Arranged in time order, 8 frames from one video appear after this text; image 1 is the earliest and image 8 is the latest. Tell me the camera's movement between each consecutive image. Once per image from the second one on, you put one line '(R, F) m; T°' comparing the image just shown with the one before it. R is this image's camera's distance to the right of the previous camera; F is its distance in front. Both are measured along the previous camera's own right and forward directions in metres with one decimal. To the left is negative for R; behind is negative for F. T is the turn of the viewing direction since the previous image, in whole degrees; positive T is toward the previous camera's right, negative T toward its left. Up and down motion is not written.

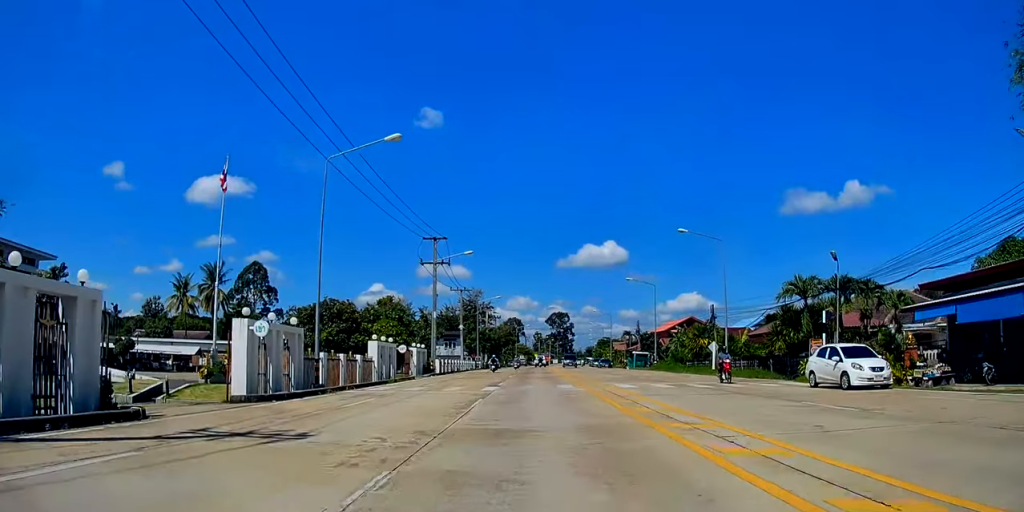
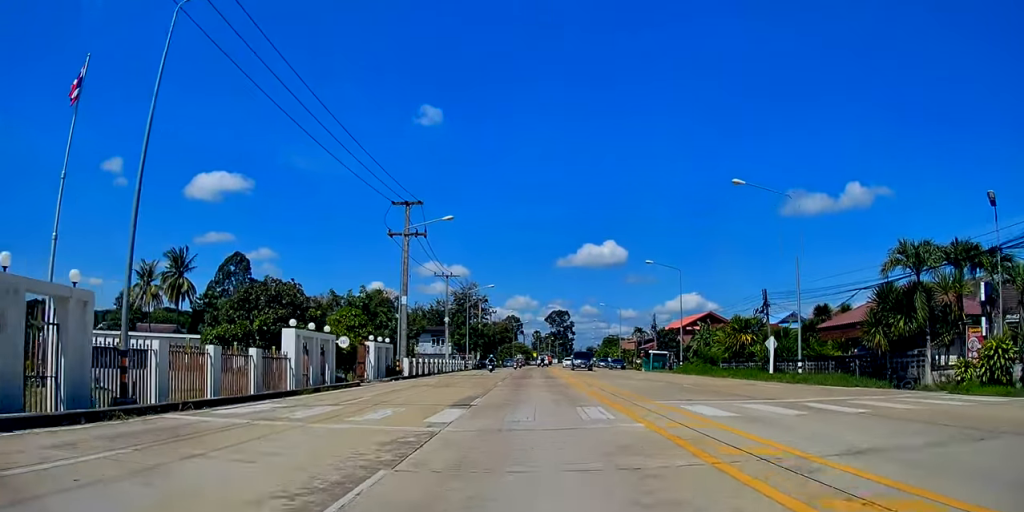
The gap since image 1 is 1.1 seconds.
(0.0, +11.9) m; -4°
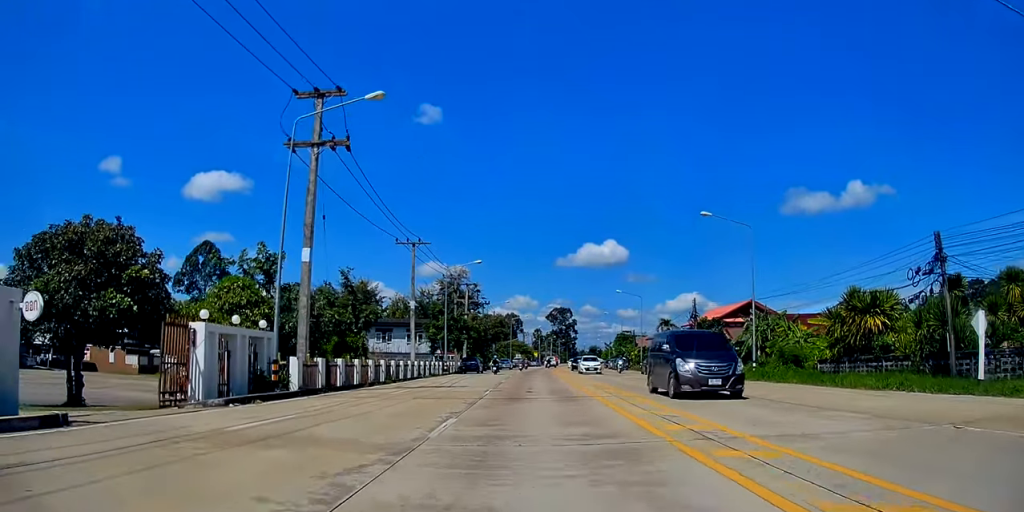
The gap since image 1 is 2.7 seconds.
(-0.3, +17.9) m; 0°
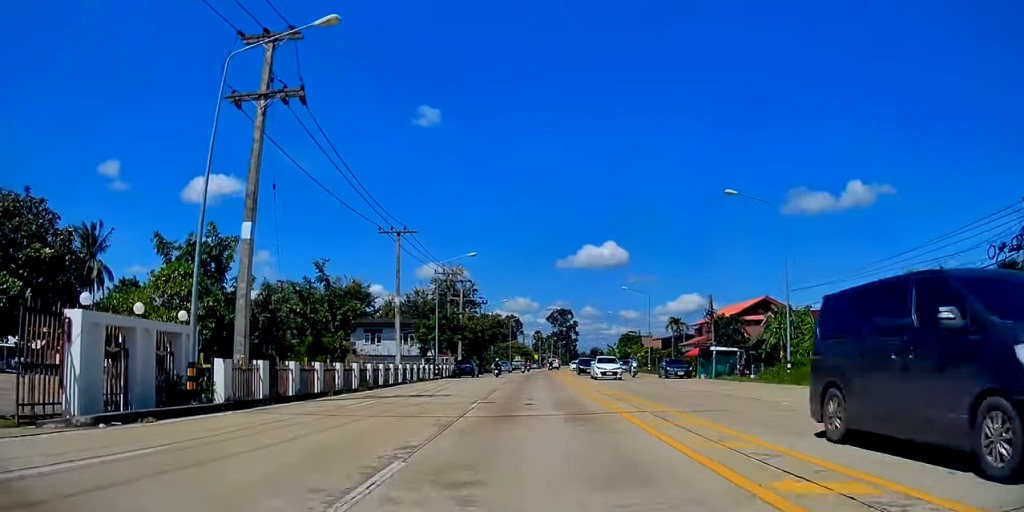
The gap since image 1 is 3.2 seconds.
(+0.1, +5.3) m; 0°
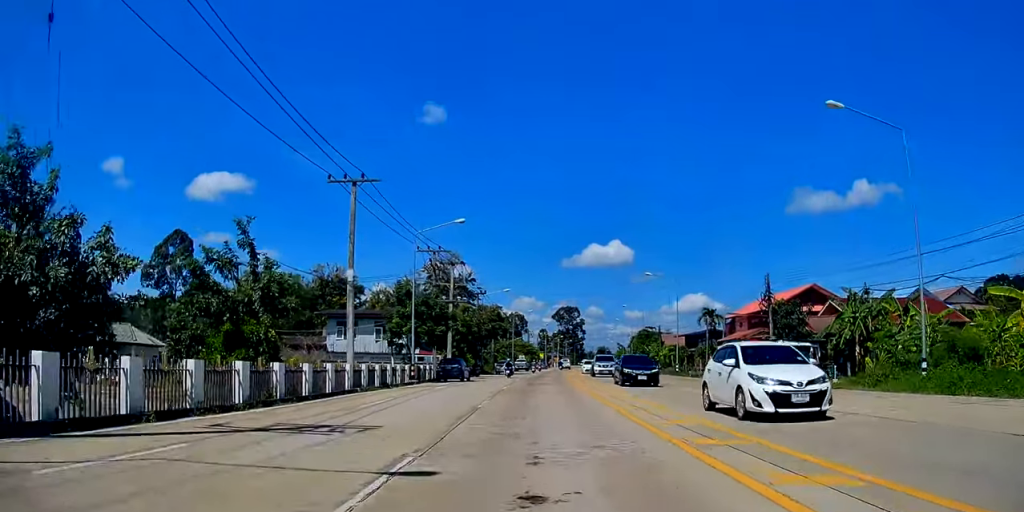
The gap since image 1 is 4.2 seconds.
(-0.5, +11.5) m; 0°
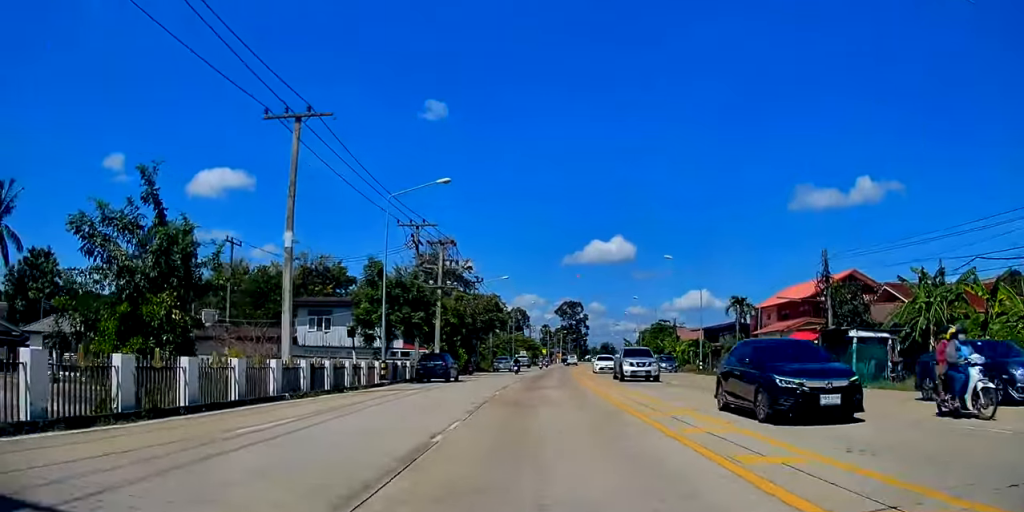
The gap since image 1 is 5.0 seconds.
(+0.6, +8.2) m; 0°
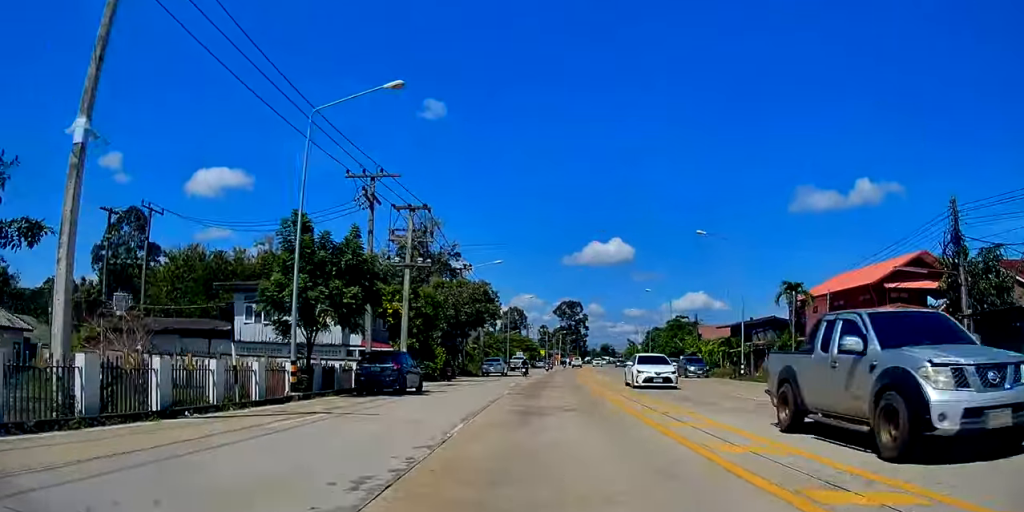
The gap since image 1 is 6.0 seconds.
(-0.8, +11.1) m; 0°
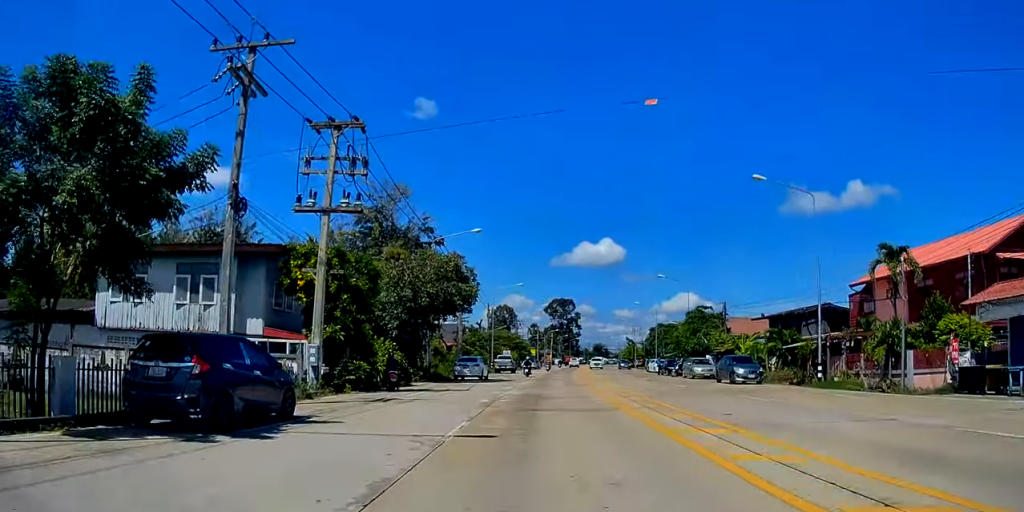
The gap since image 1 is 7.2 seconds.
(+1.0, +13.1) m; +5°
